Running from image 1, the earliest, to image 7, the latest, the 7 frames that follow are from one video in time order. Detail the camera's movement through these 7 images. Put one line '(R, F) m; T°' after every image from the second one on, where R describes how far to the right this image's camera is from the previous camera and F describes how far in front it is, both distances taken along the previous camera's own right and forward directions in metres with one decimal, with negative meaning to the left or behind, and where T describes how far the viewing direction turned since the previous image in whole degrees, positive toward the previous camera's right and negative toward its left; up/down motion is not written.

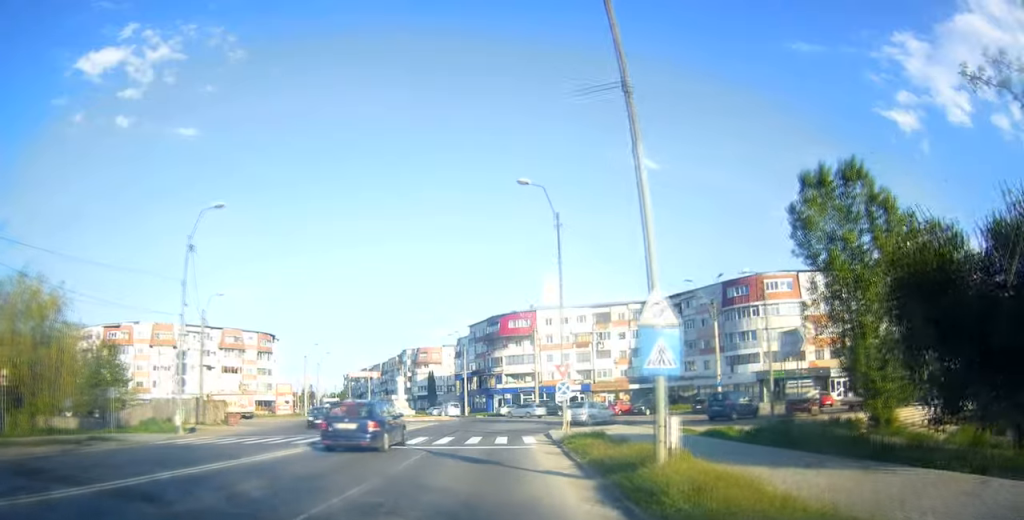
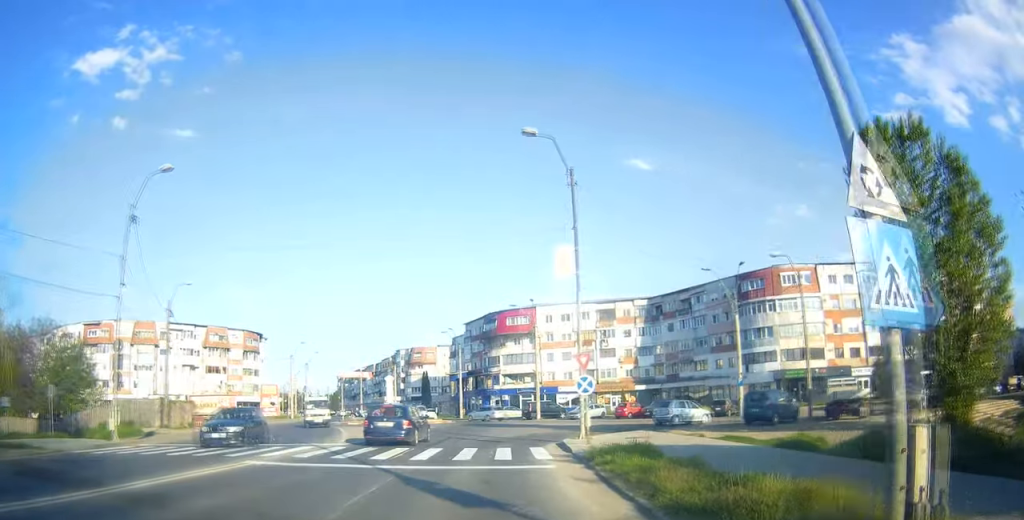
(-0.1, +5.5) m; +3°
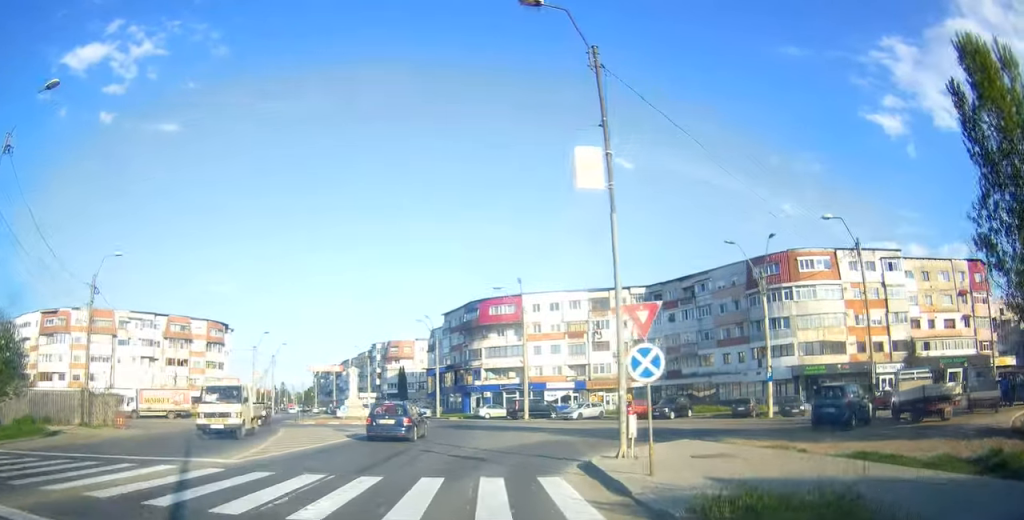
(+0.5, +8.0) m; 0°
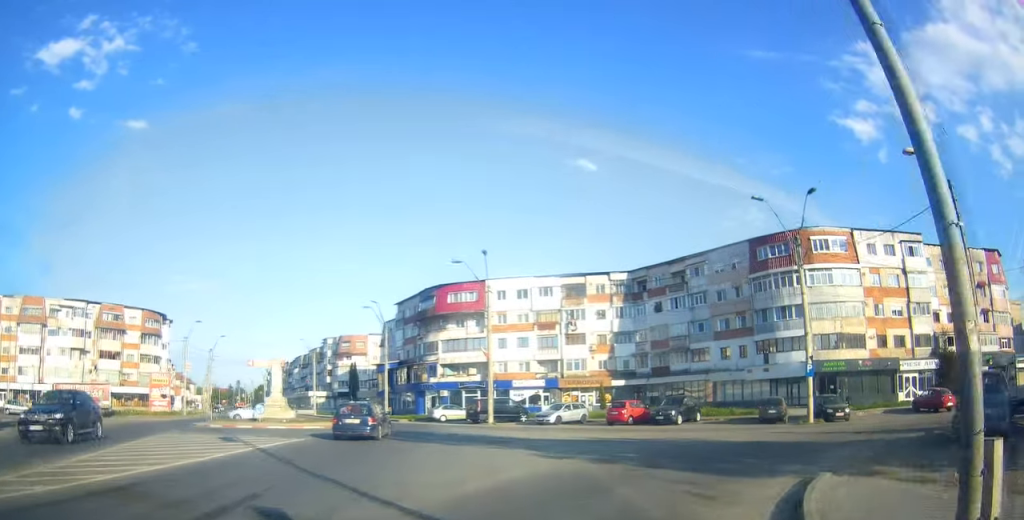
(-0.6, +10.0) m; 0°
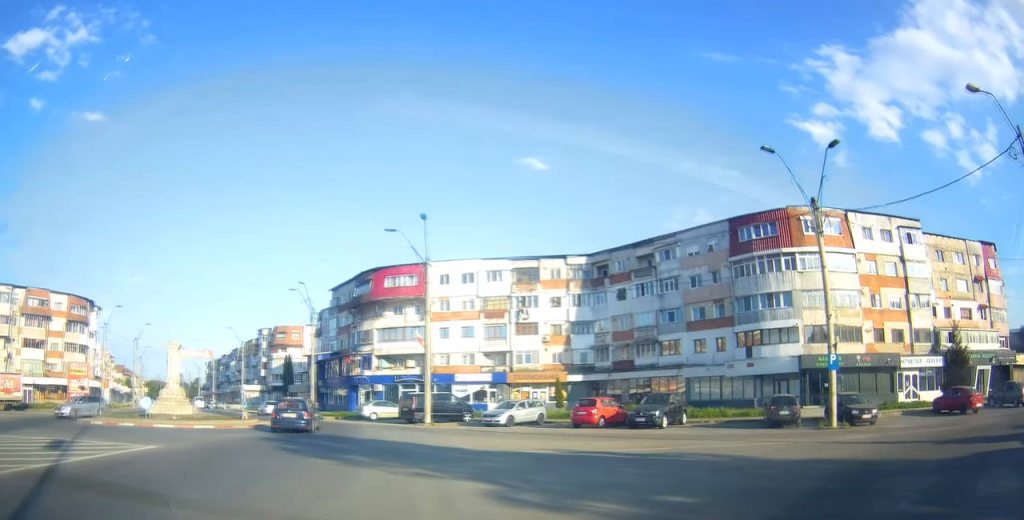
(+0.8, +7.7) m; +8°
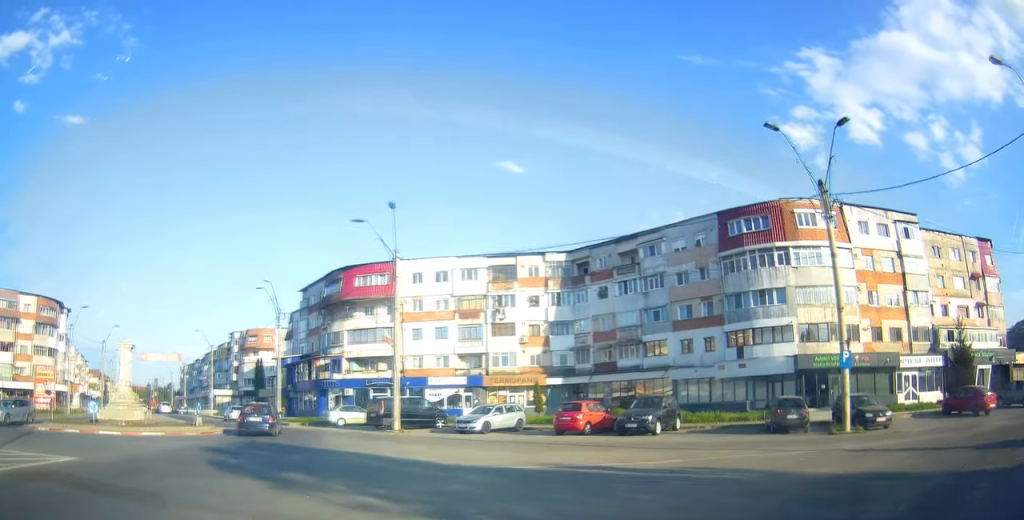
(0.0, +3.1) m; +2°
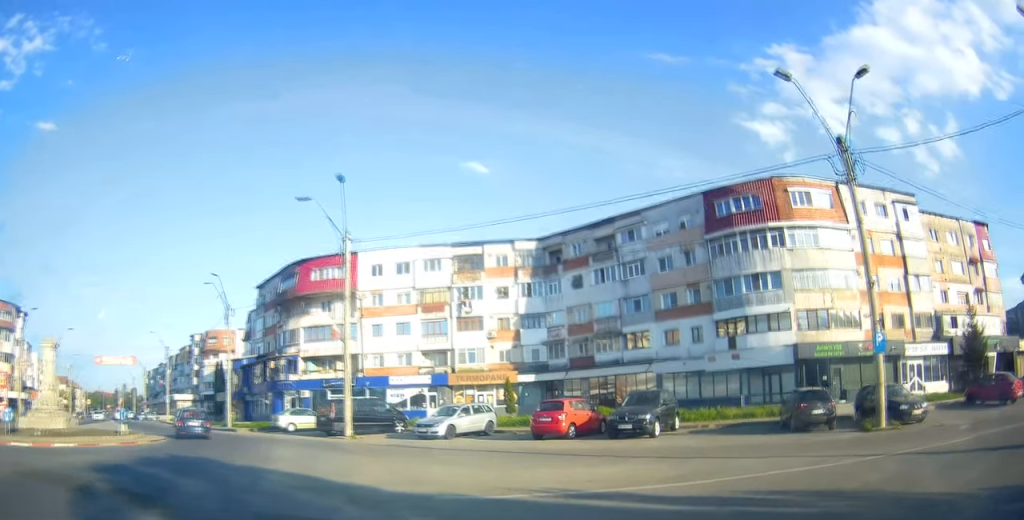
(+0.2, +4.7) m; +2°
